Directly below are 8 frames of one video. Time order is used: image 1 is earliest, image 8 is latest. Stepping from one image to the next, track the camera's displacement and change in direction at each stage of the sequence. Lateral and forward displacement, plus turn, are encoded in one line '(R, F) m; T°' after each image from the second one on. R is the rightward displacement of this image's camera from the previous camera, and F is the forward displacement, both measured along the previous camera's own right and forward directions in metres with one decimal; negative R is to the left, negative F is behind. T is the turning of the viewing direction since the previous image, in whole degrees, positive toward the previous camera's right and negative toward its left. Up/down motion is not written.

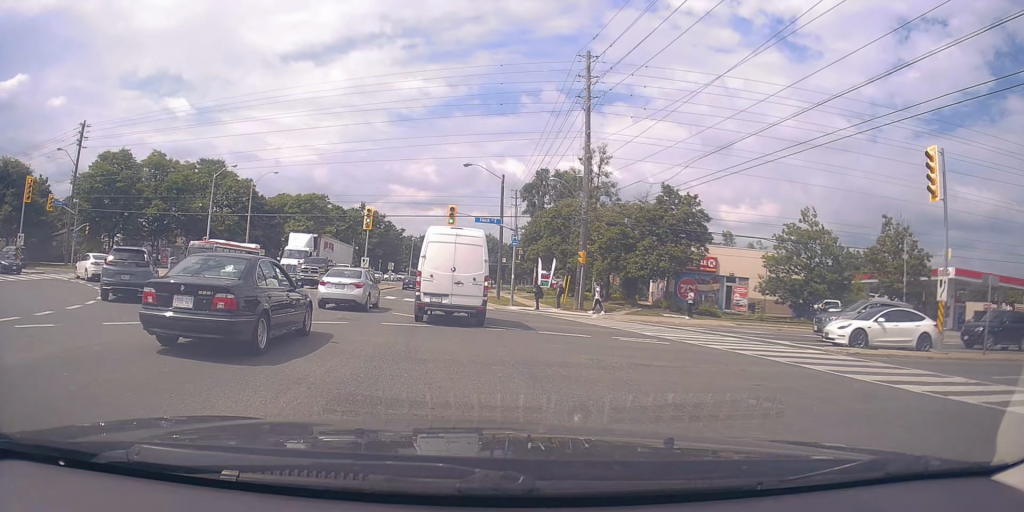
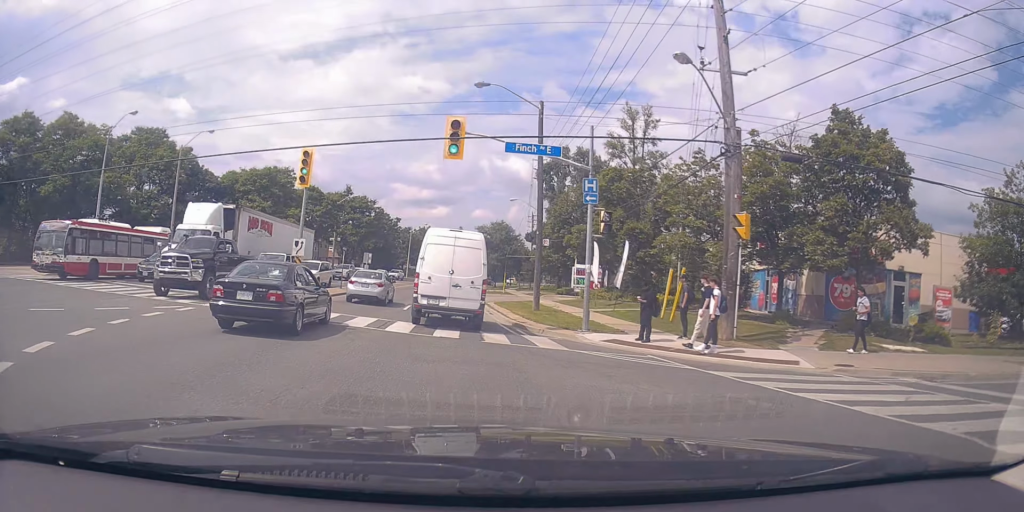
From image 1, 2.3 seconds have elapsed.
(-0.3, +18.7) m; -3°
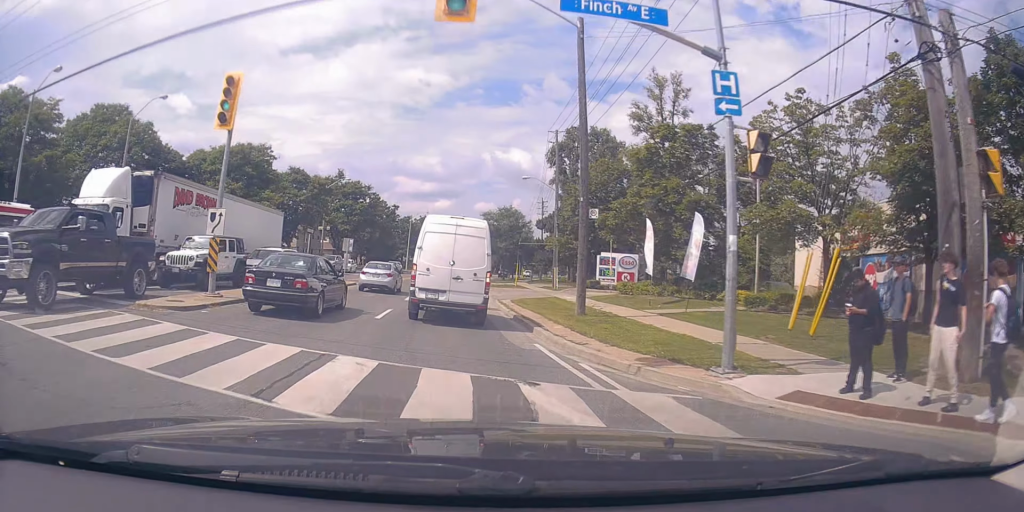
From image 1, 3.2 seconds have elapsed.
(0.0, +8.7) m; 0°
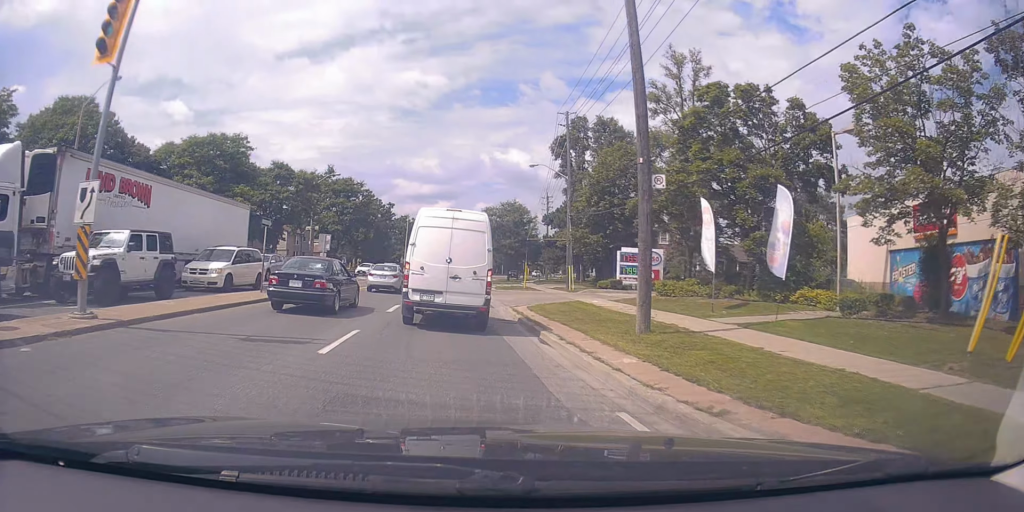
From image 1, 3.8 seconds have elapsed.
(0.0, +6.2) m; 0°
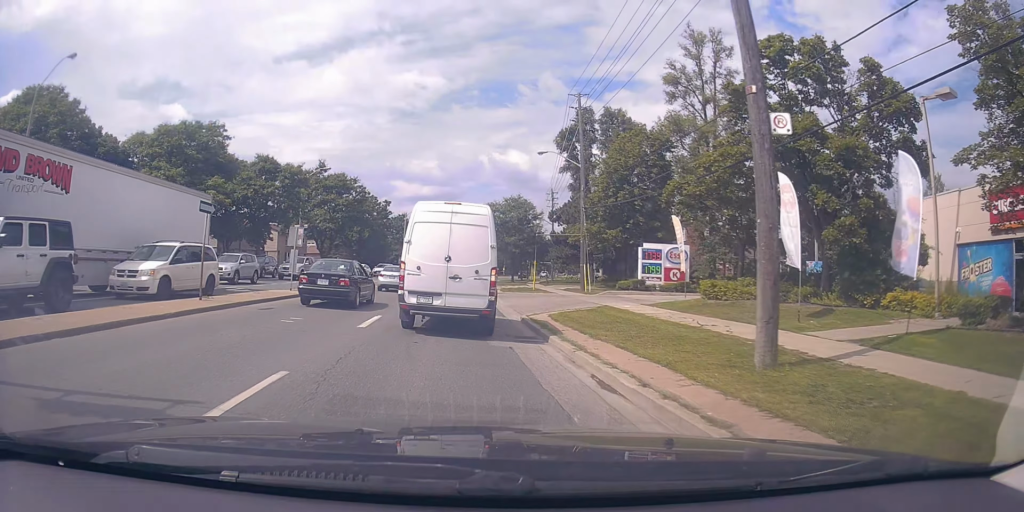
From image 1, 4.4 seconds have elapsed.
(0.0, +5.4) m; +1°
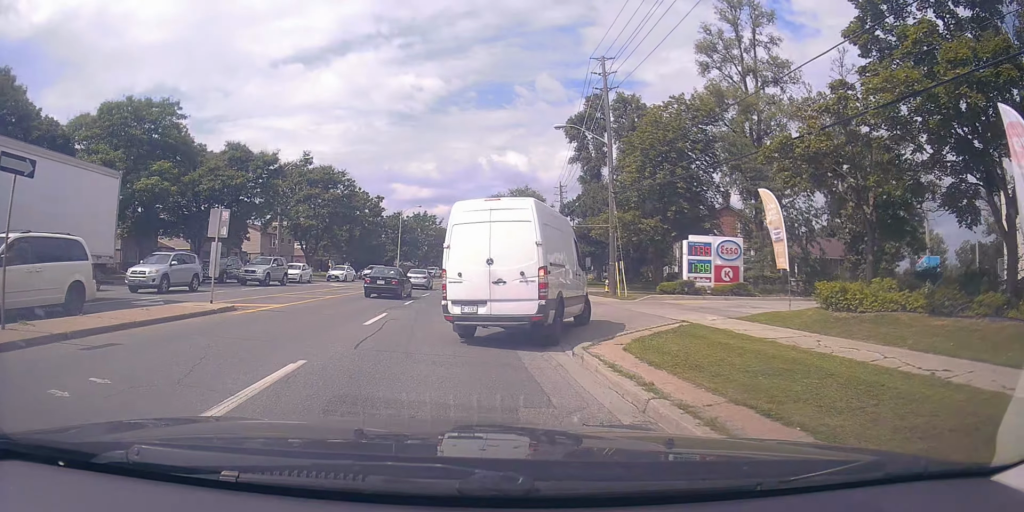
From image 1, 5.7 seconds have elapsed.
(+0.3, +9.4) m; -1°
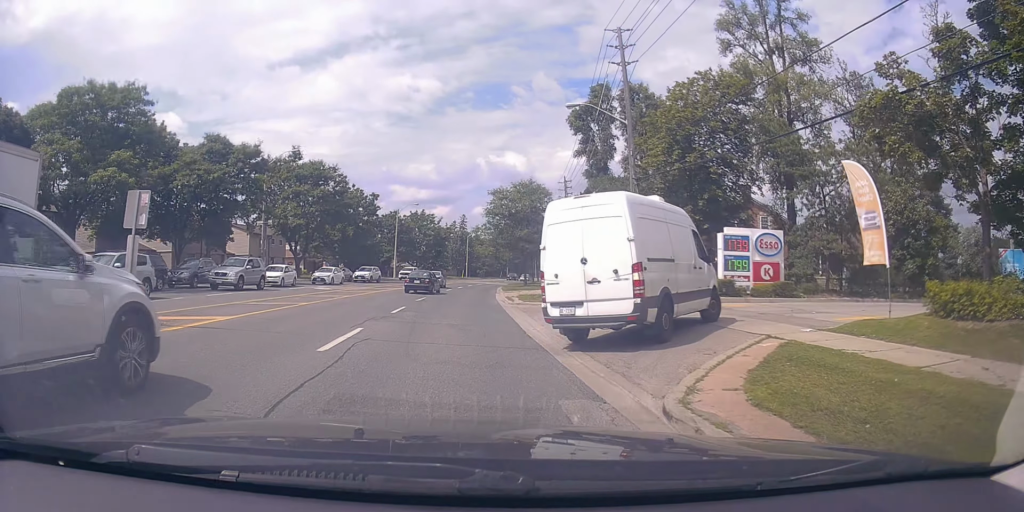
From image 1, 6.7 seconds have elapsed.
(-0.4, +5.0) m; -3°
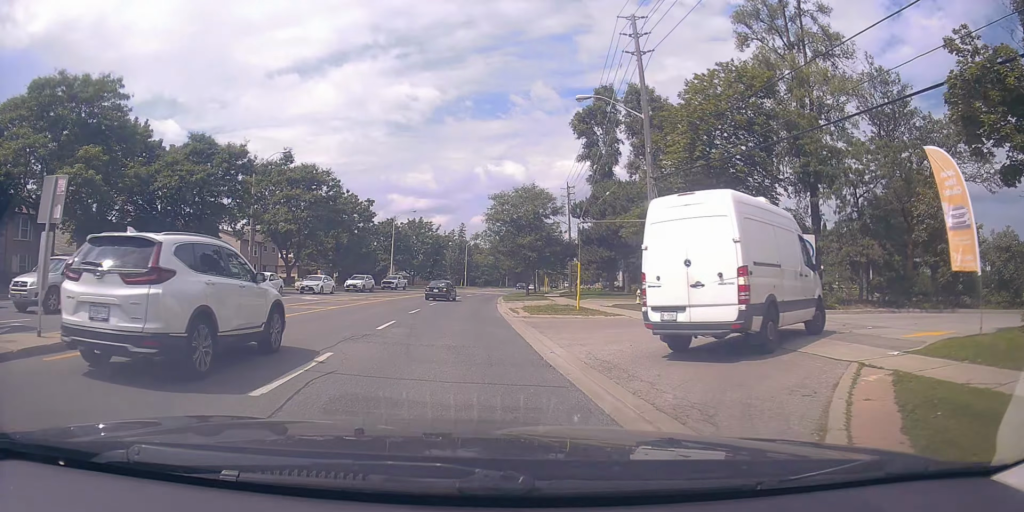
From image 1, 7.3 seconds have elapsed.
(0.0, +2.9) m; +1°
